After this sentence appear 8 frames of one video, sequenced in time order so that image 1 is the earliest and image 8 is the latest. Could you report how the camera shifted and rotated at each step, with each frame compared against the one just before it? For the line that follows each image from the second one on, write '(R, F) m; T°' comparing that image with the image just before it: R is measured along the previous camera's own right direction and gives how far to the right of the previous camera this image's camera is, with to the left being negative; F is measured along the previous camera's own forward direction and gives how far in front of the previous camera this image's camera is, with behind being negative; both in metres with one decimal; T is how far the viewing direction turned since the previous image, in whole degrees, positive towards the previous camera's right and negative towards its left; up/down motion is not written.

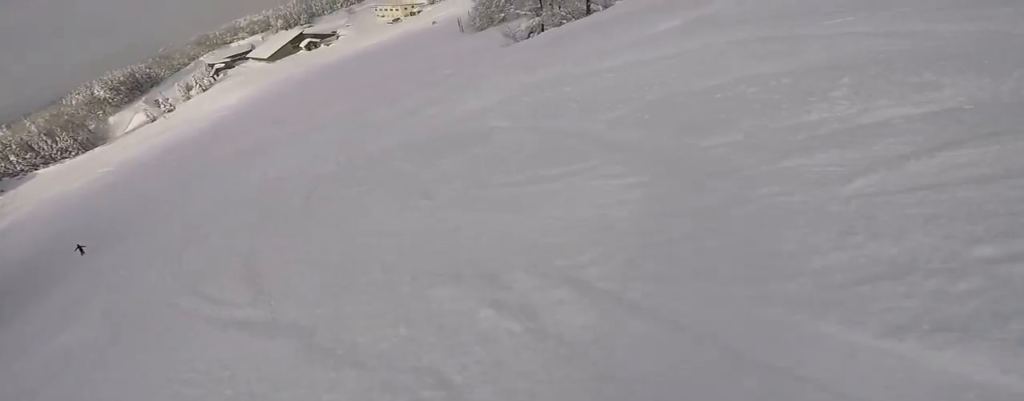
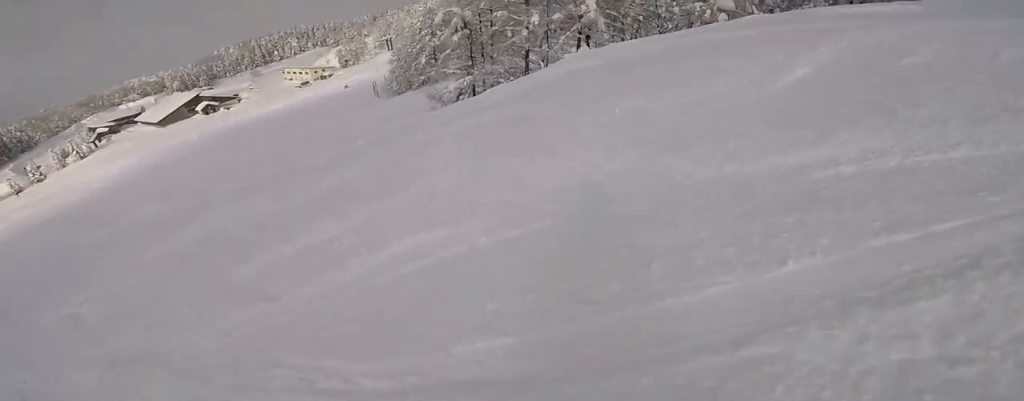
(+1.1, +5.3) m; +8°
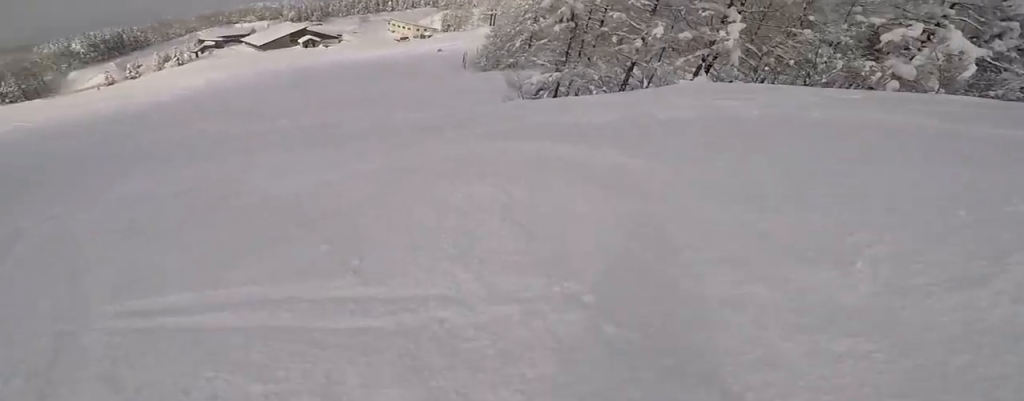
(+0.2, +3.2) m; -2°
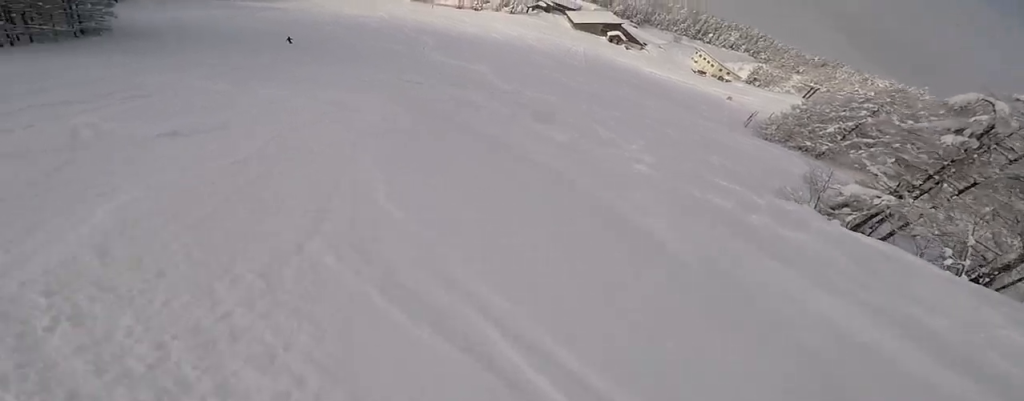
(-0.3, +7.3) m; -32°
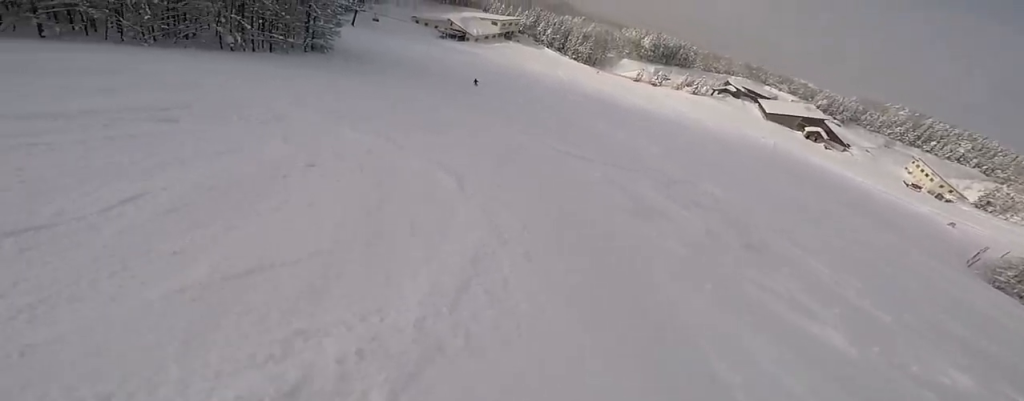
(-2.5, +5.0) m; -24°
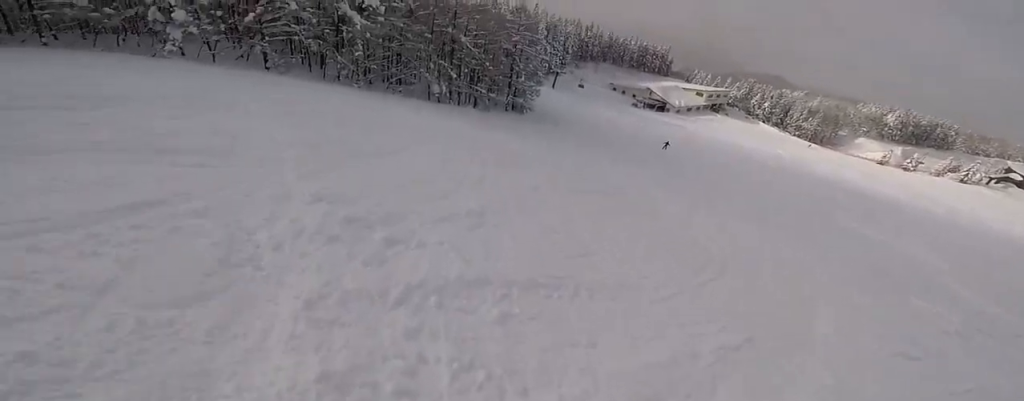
(-1.6, +8.5) m; -21°
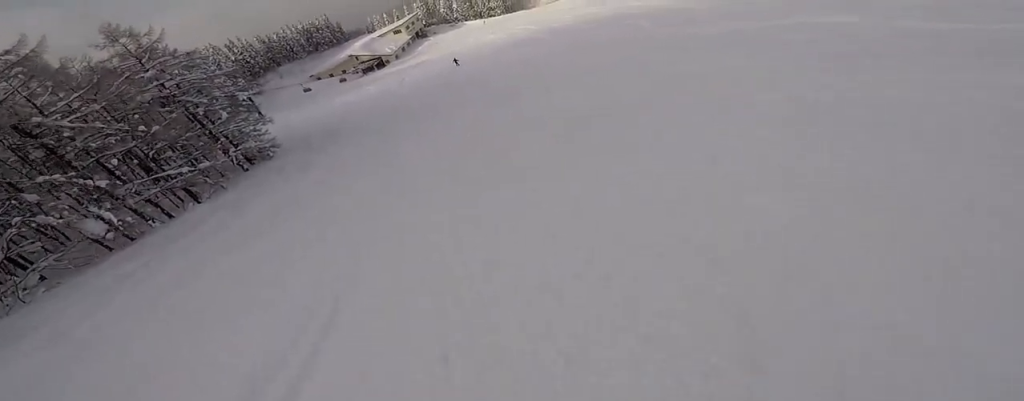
(+1.3, +21.4) m; +23°
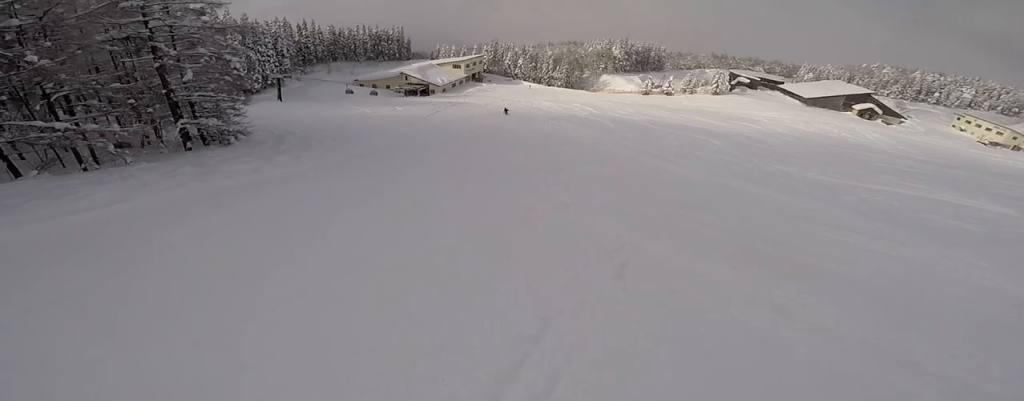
(+0.6, +10.3) m; +3°
